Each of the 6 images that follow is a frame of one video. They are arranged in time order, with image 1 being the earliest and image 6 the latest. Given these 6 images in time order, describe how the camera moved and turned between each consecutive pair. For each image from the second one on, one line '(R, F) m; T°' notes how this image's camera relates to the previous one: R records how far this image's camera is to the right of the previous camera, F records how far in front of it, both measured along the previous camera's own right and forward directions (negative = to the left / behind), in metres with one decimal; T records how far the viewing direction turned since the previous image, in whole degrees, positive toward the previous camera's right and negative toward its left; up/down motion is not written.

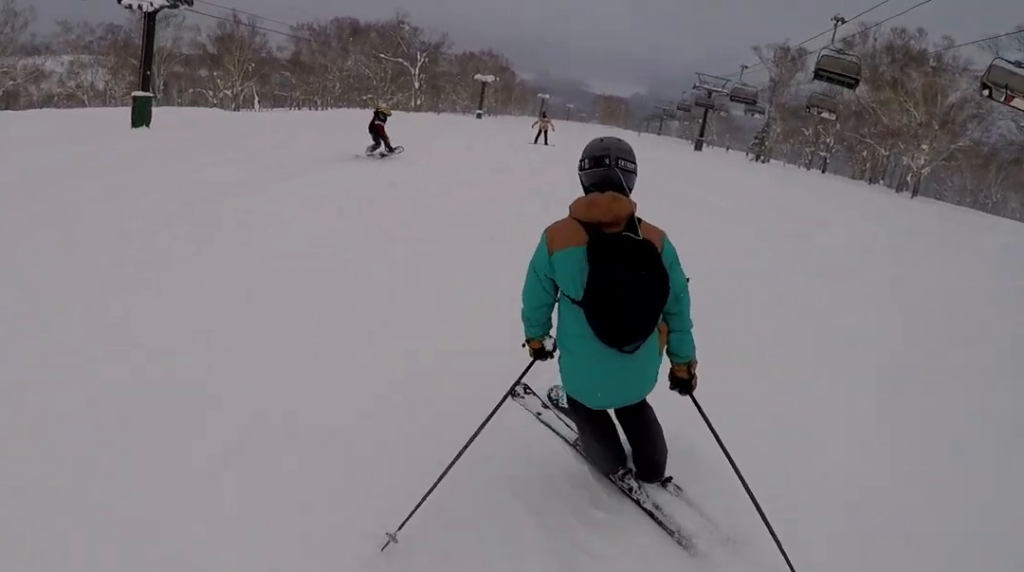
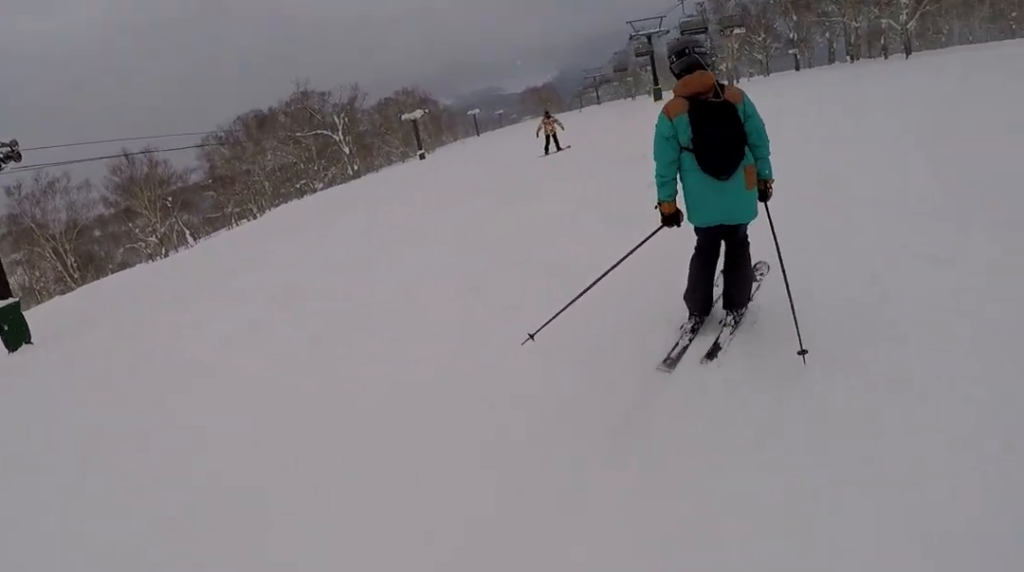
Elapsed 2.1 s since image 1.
(-2.1, +9.1) m; +2°
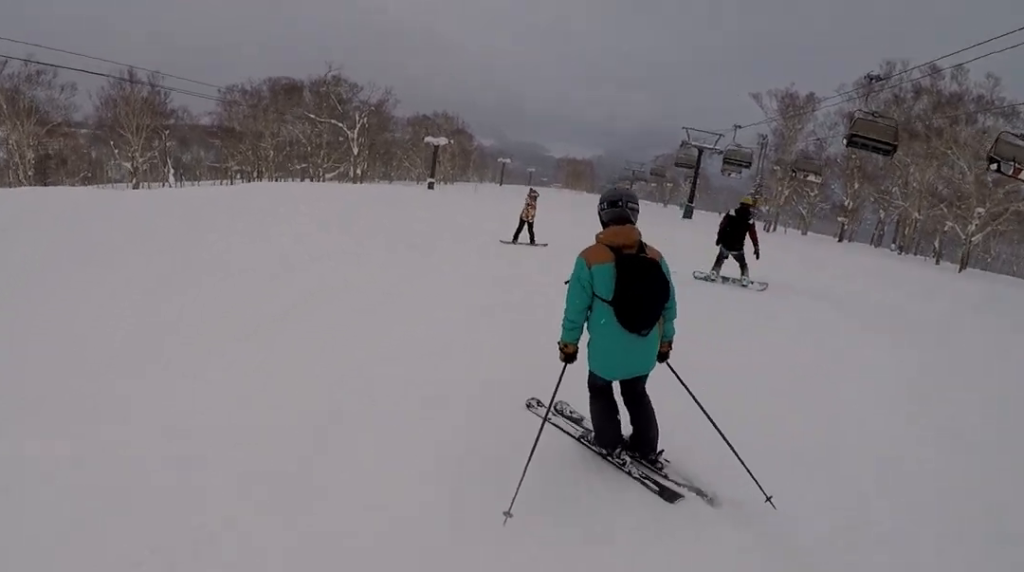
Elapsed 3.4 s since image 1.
(+1.3, +5.7) m; +4°
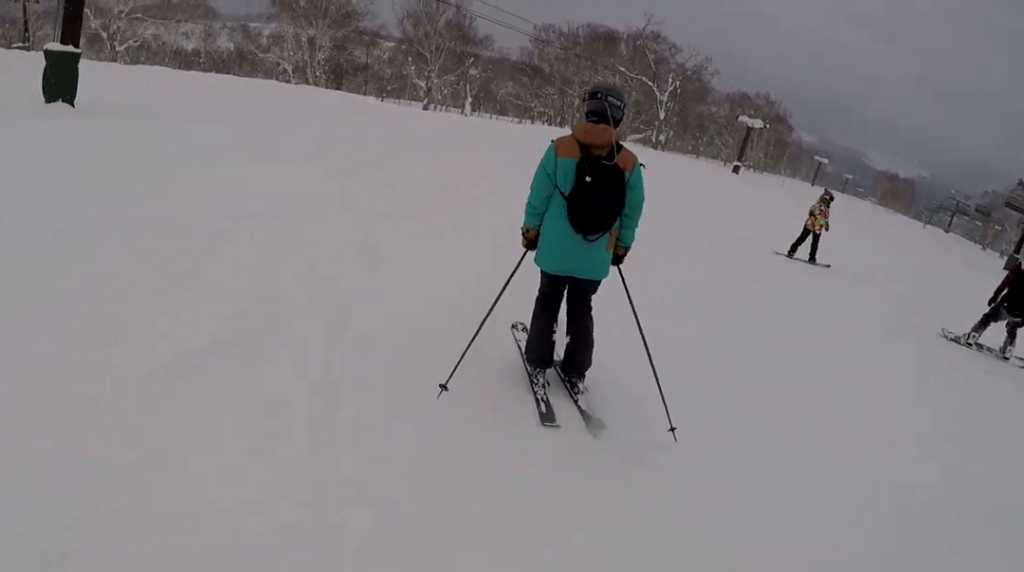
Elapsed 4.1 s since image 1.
(-0.6, +3.6) m; -11°
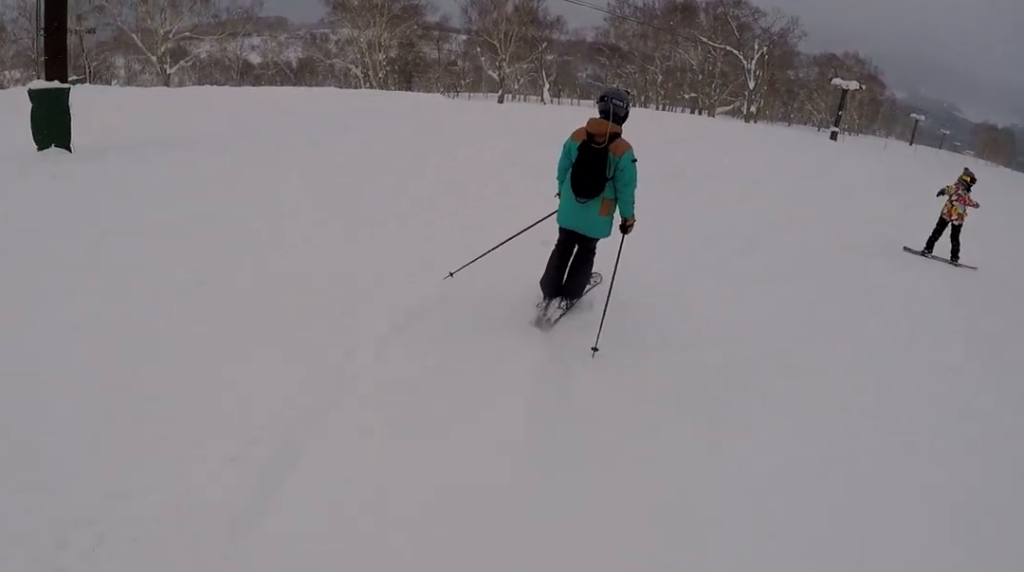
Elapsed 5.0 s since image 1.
(-0.5, +4.2) m; -7°
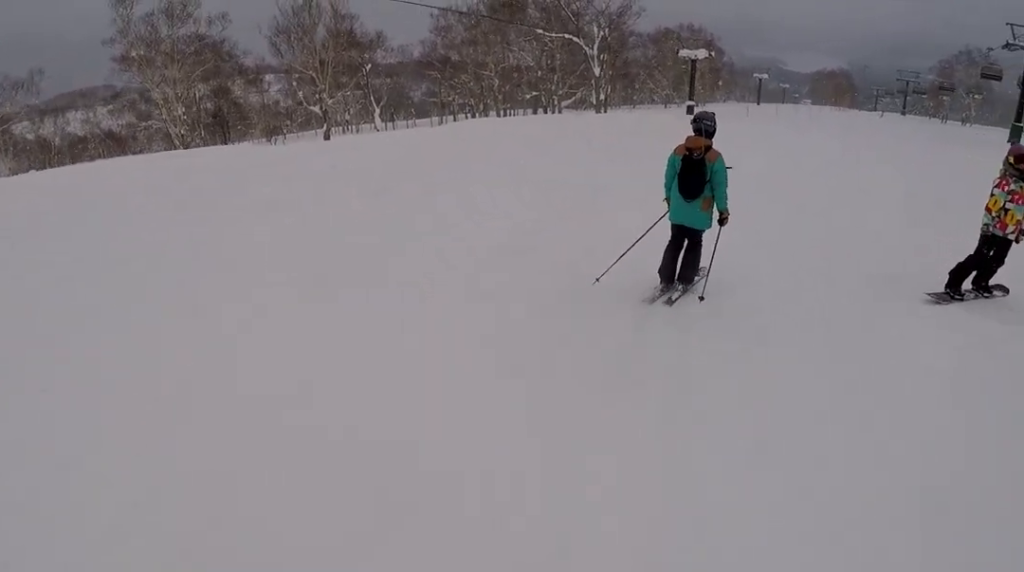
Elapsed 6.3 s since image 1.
(-0.1, +7.8) m; +7°
